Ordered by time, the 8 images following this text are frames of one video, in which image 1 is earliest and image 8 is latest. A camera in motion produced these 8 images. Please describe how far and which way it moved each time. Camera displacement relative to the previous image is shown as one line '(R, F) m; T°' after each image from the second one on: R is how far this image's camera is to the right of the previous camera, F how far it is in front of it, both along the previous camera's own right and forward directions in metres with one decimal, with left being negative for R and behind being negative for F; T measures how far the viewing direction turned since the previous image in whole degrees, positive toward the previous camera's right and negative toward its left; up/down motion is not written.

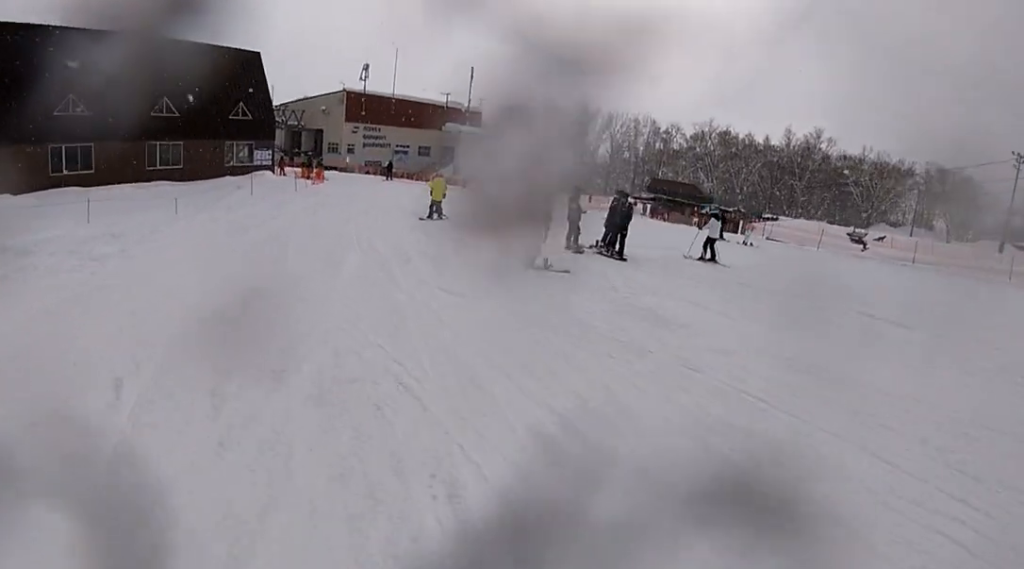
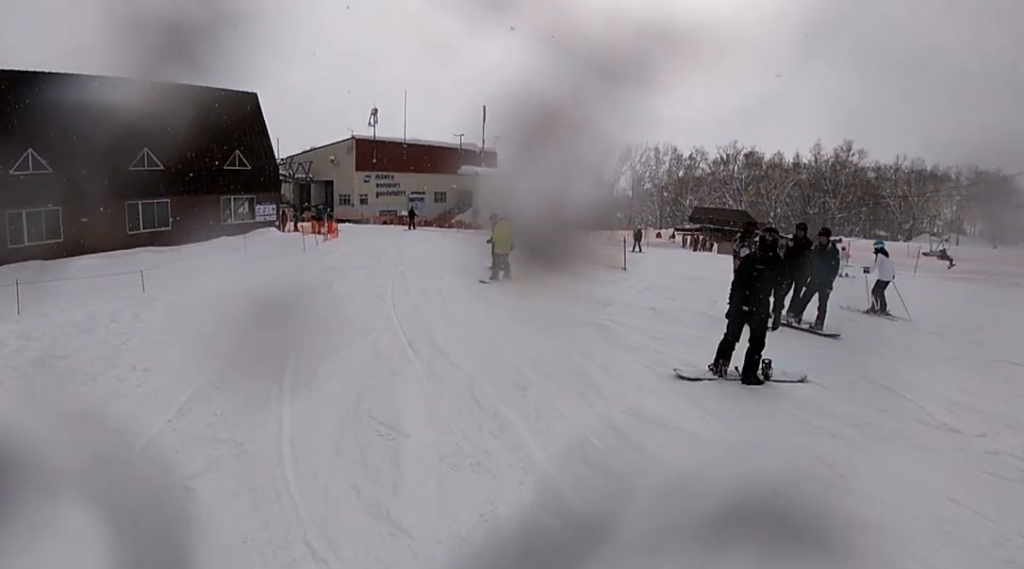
(+0.6, +6.5) m; 0°
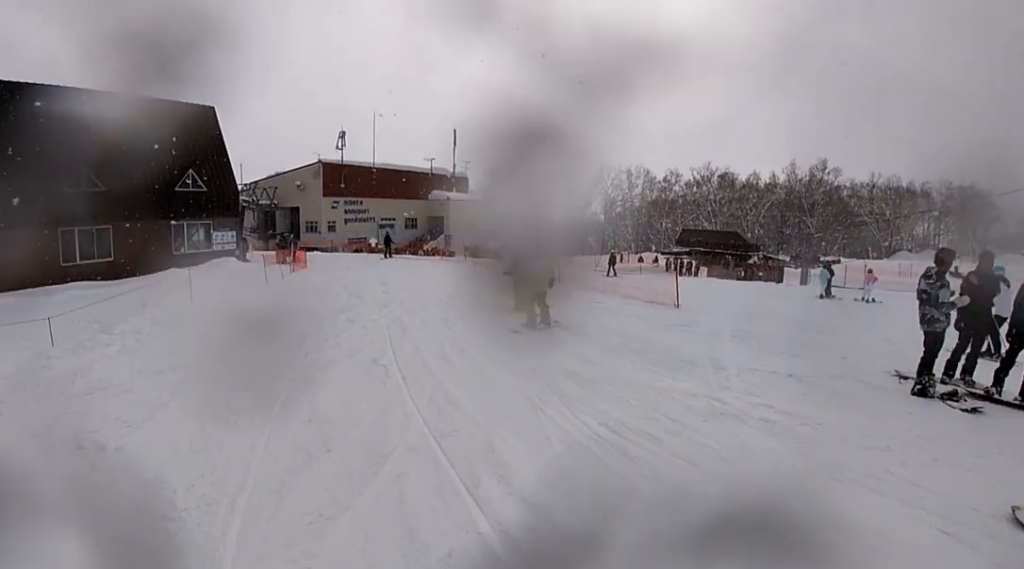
(-0.4, +4.4) m; -5°
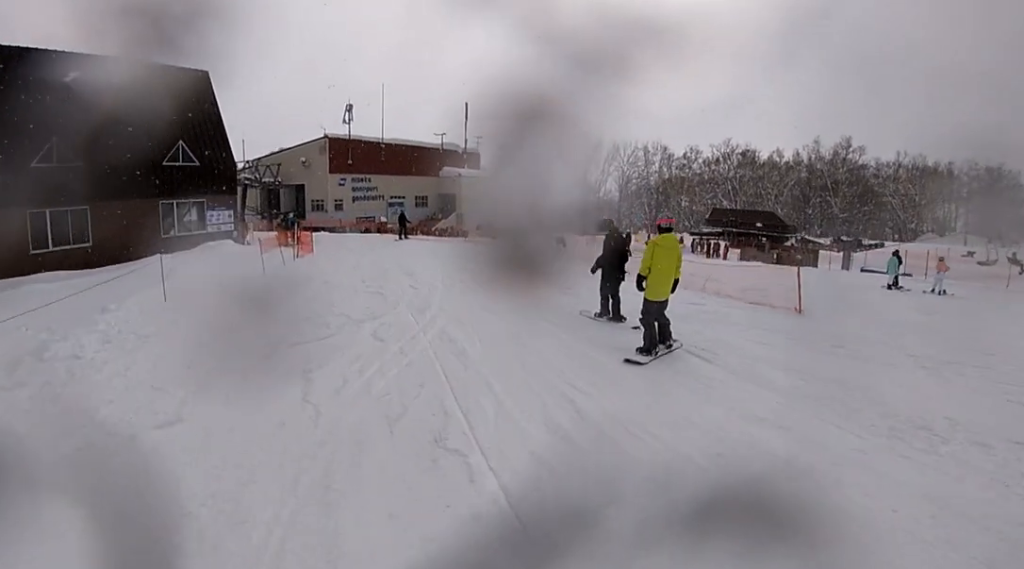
(-0.1, +3.8) m; -4°
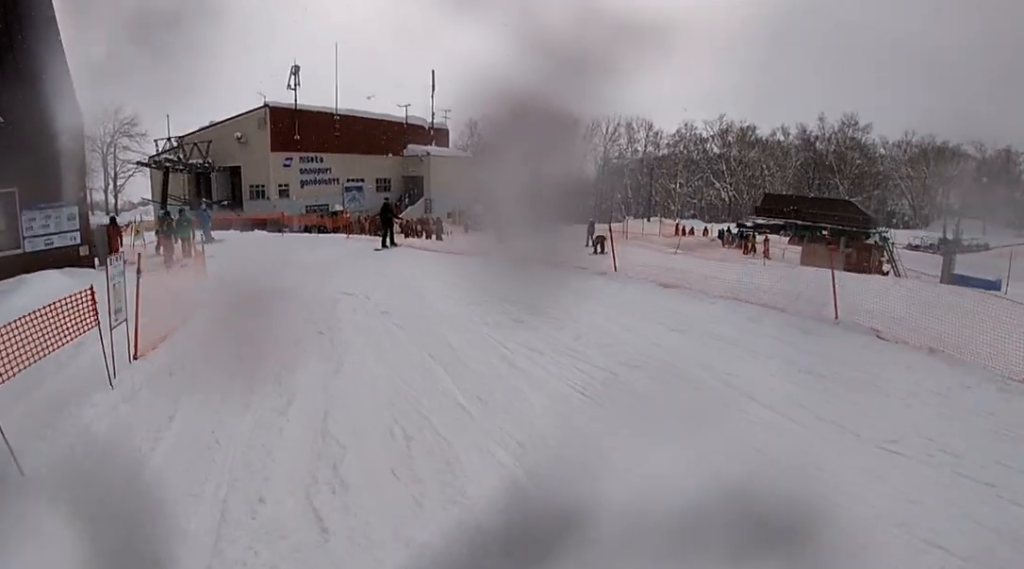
(-0.2, +15.1) m; +9°
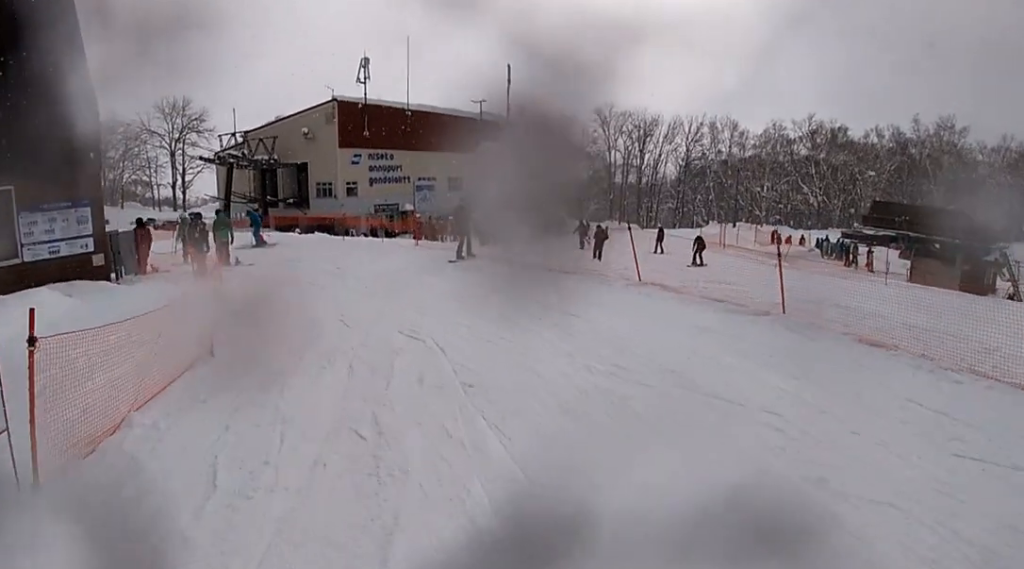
(+0.5, +3.7) m; +6°
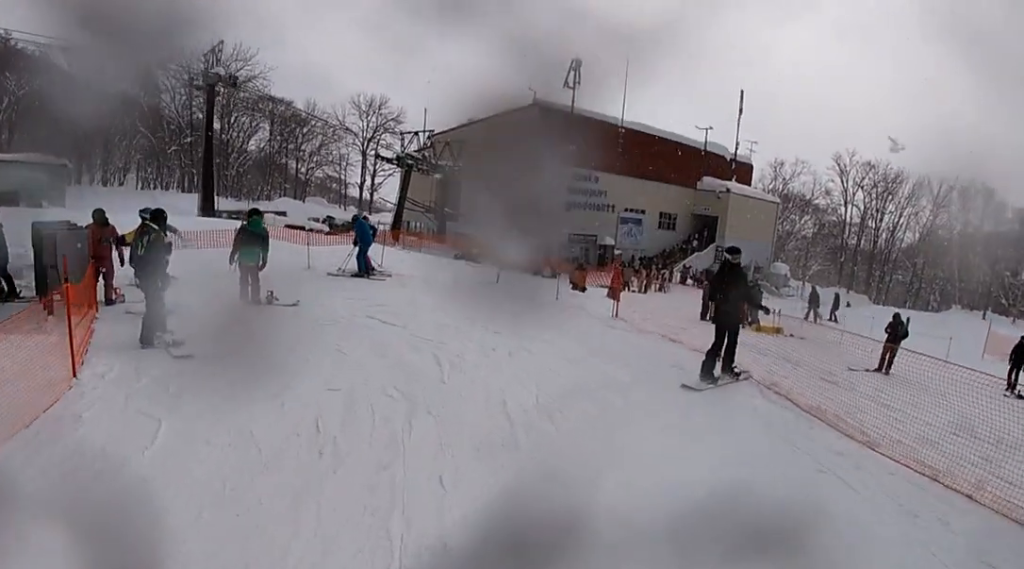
(-1.3, +9.2) m; -13°
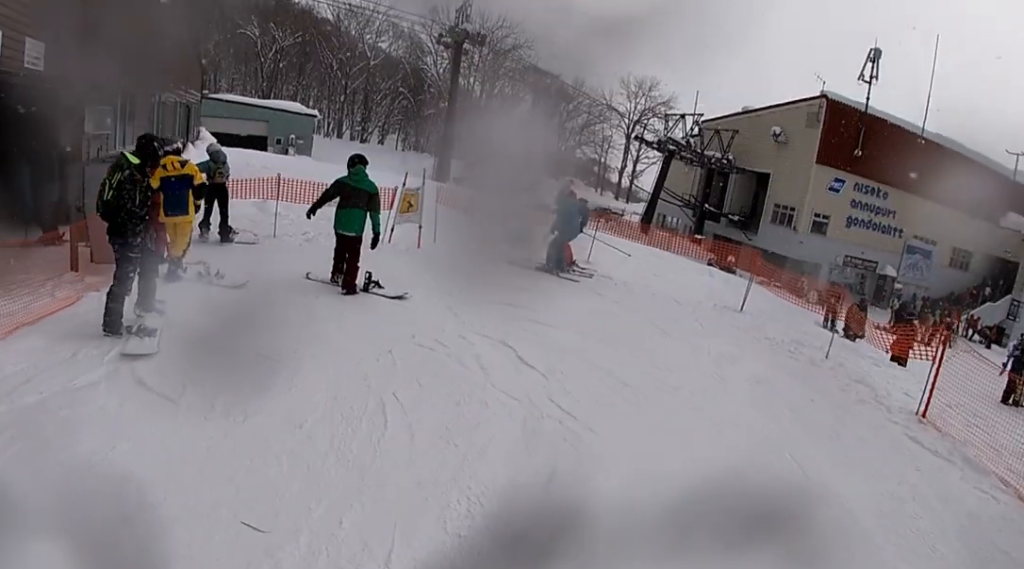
(+0.2, +3.8) m; +2°
